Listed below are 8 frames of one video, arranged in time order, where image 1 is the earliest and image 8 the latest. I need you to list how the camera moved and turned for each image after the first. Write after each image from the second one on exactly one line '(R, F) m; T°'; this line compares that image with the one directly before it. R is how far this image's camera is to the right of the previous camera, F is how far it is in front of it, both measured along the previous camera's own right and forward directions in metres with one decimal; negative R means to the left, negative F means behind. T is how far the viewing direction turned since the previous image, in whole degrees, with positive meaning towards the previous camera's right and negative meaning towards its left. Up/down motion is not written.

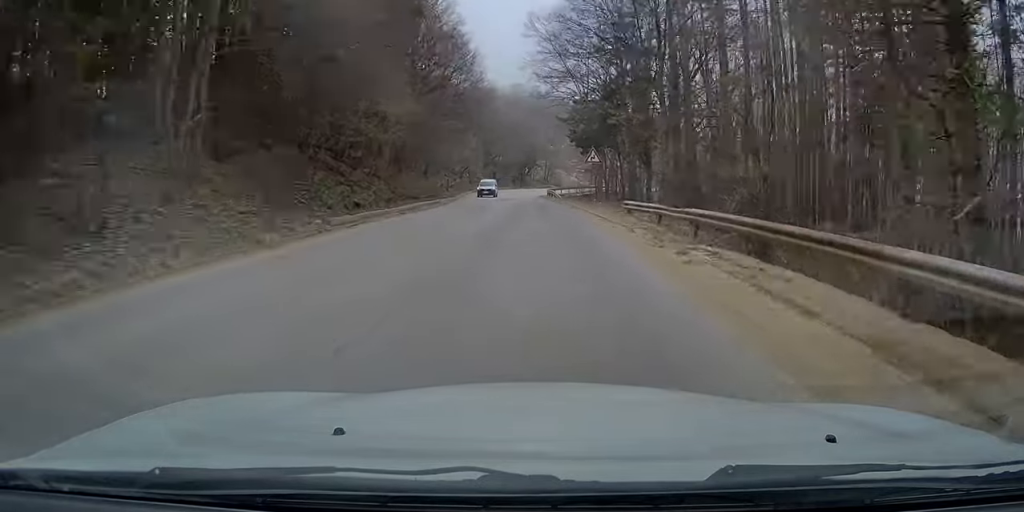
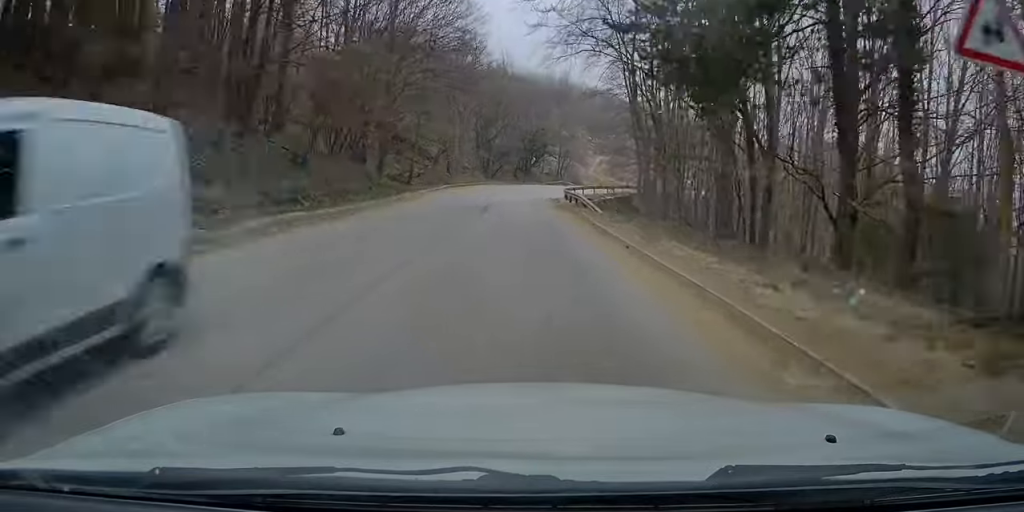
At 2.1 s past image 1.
(+3.0, +28.9) m; +7°
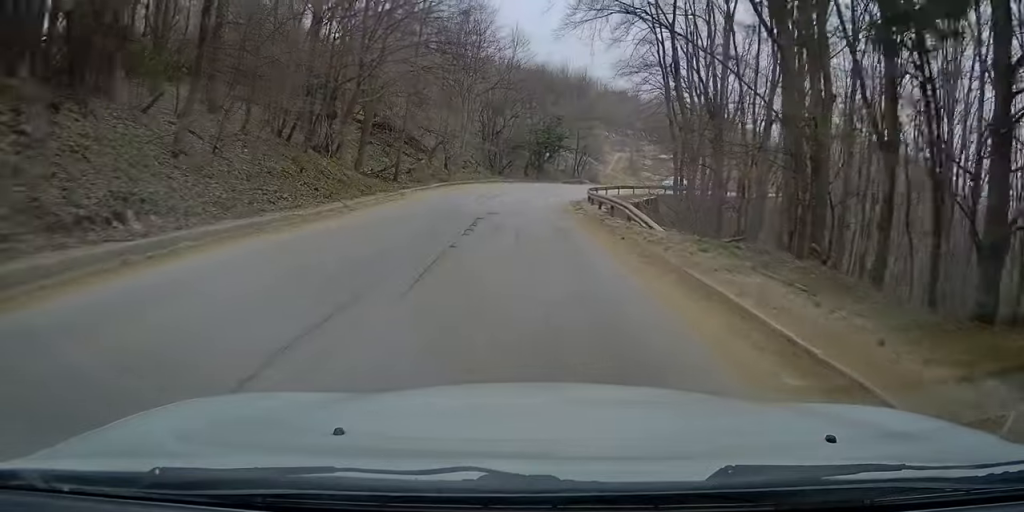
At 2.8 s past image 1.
(-0.2, +9.8) m; 0°
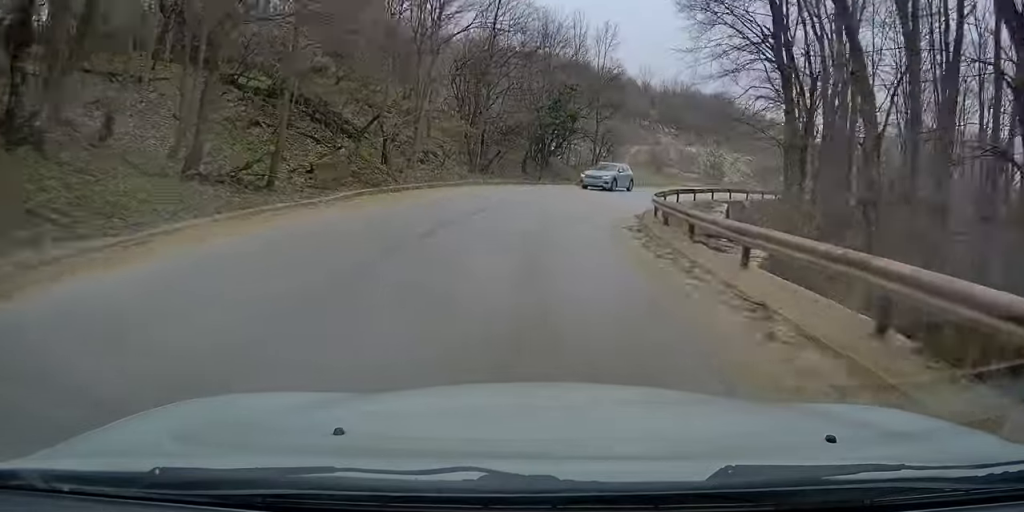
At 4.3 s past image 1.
(+0.5, +21.1) m; +4°
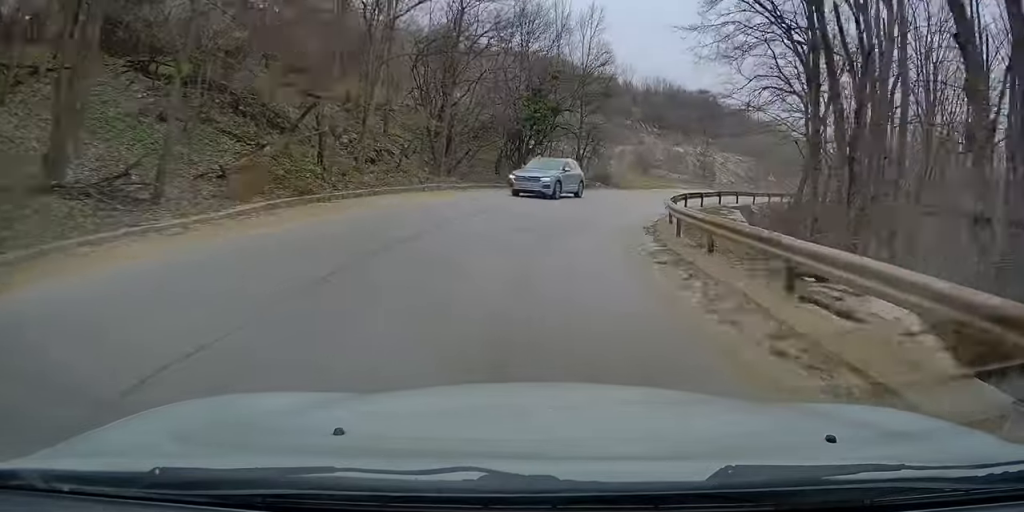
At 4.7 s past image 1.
(0.0, +6.0) m; +2°
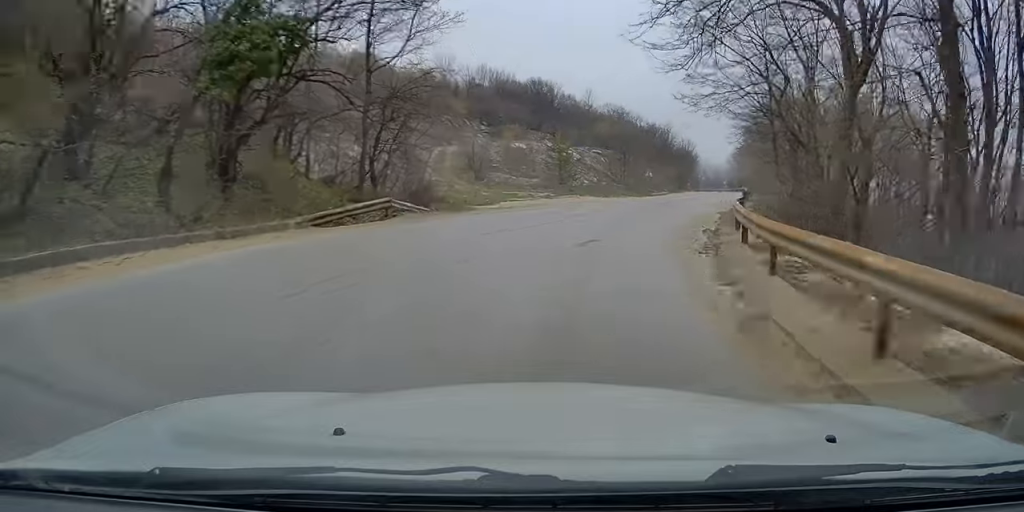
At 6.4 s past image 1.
(+2.7, +22.1) m; +15°
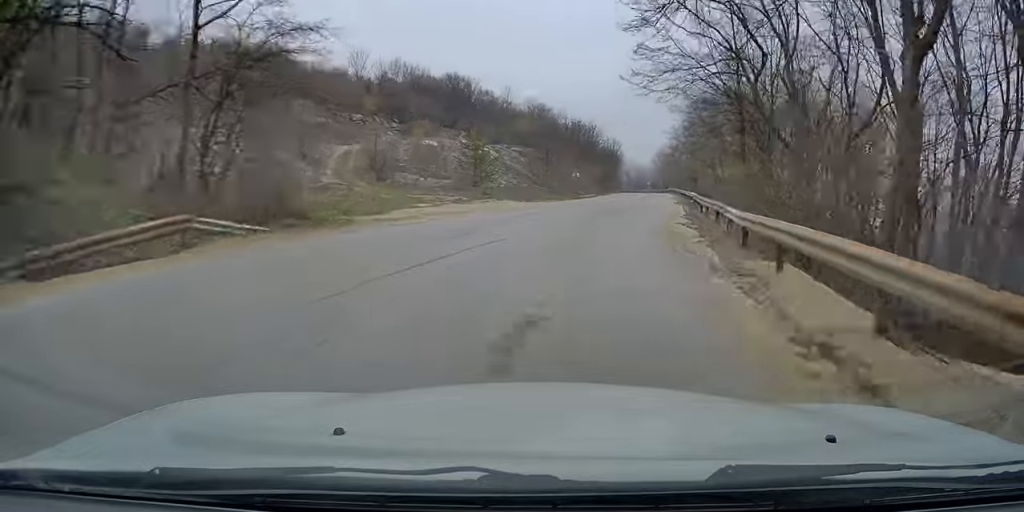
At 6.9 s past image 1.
(+0.4, +7.2) m; +5°
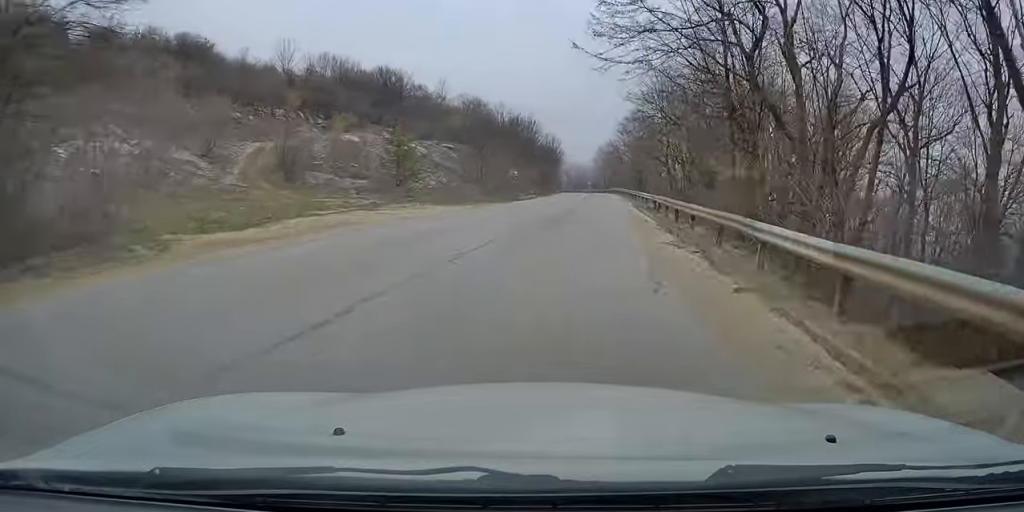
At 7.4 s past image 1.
(+0.2, +6.5) m; +3°
